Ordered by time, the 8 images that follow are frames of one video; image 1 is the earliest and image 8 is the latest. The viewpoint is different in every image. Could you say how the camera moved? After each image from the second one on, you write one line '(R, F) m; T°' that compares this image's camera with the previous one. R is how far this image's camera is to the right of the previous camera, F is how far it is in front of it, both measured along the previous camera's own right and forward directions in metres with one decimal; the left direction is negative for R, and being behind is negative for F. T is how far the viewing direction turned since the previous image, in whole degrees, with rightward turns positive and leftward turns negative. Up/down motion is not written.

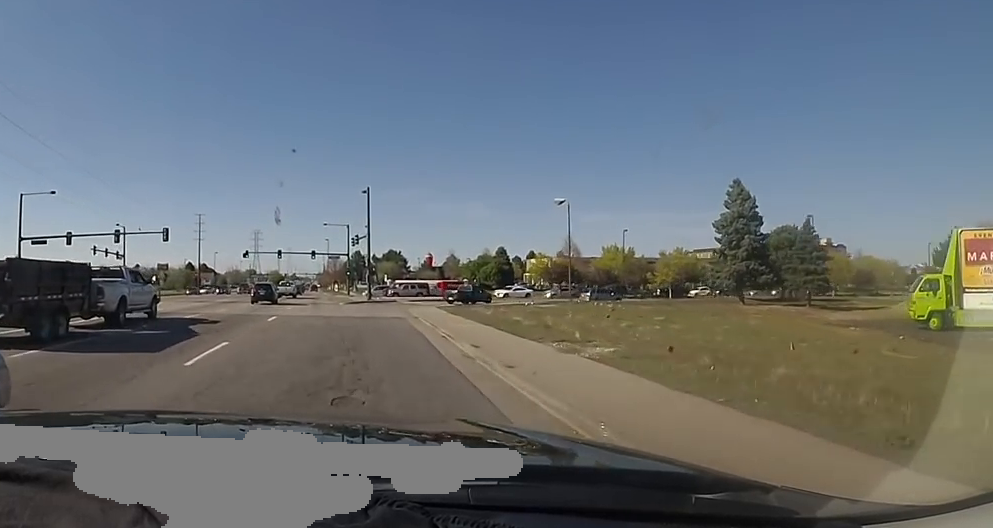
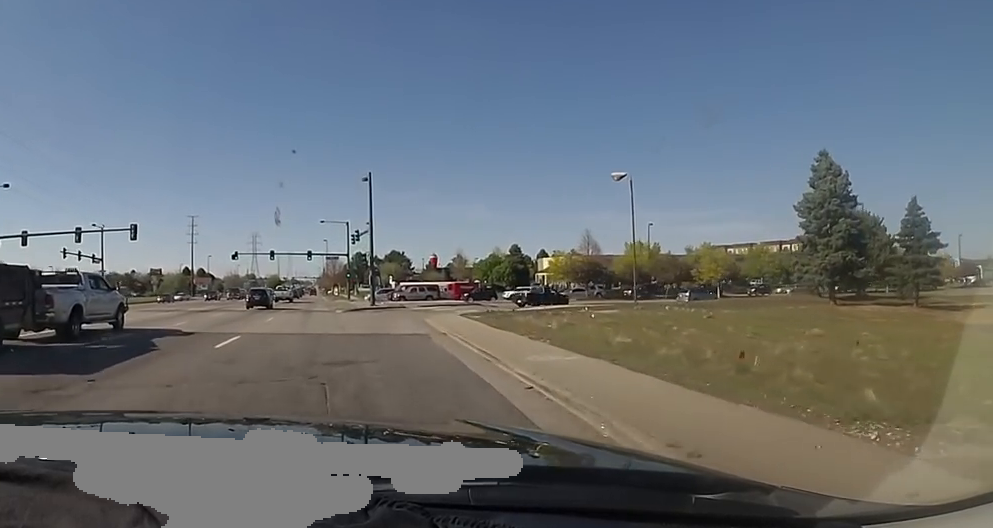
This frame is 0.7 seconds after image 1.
(-0.2, +8.5) m; 0°
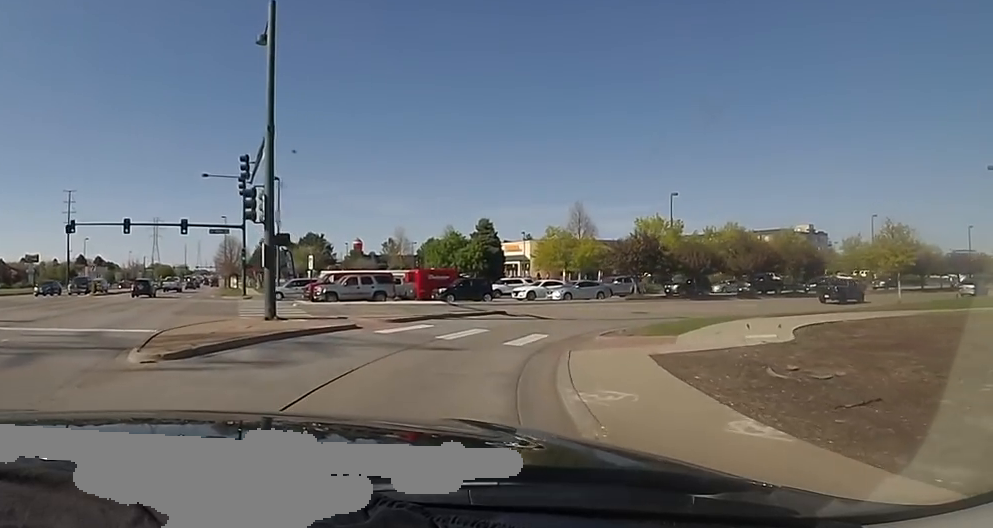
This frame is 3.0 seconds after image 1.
(0.0, +27.3) m; +8°
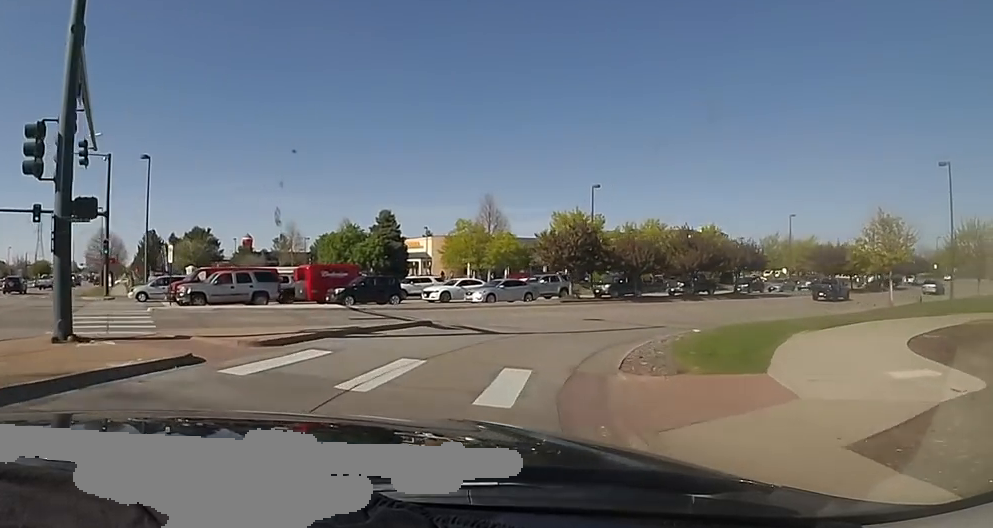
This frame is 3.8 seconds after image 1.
(+1.0, +7.5) m; +11°
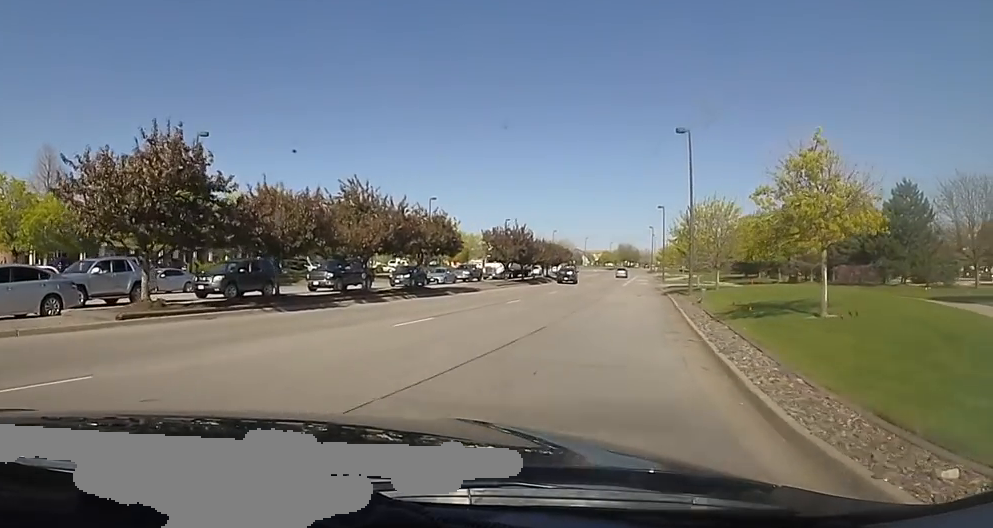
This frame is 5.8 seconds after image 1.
(+6.5, +19.2) m; +38°
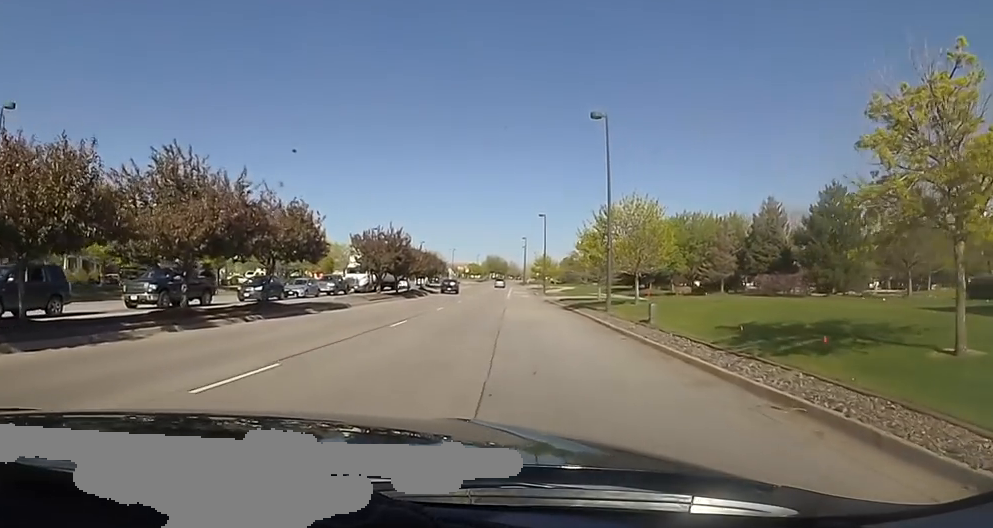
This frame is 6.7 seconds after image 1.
(+1.2, +8.3) m; +13°
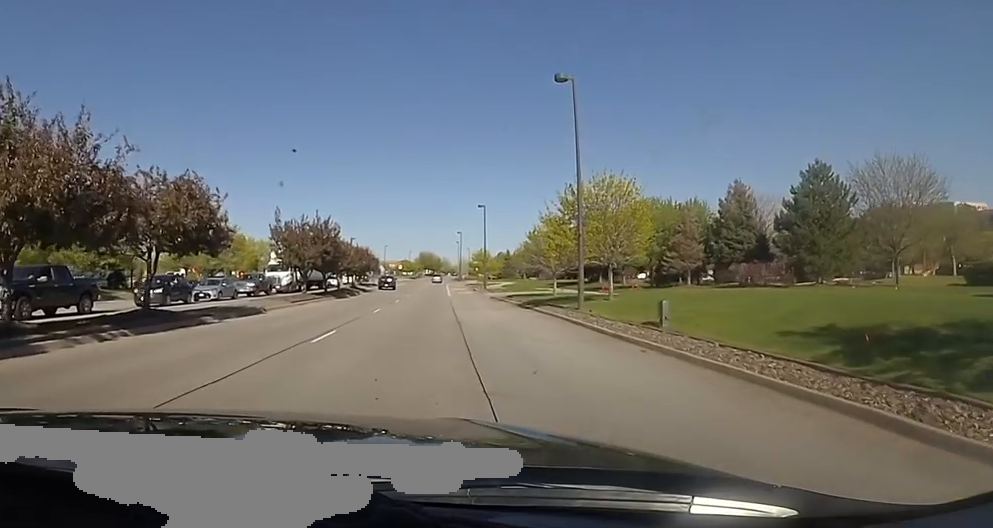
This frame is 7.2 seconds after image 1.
(0.0, +5.9) m; +7°
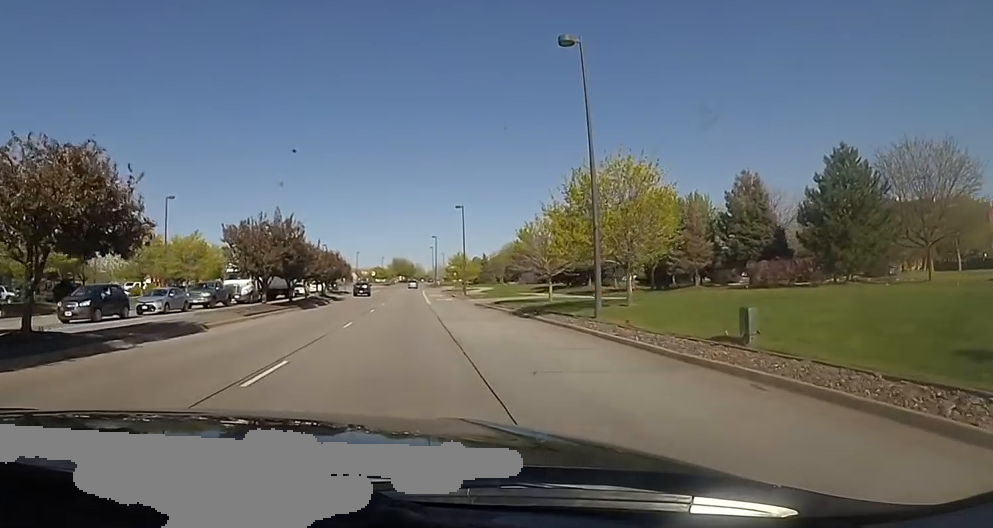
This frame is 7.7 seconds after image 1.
(+0.6, +5.0) m; 0°
